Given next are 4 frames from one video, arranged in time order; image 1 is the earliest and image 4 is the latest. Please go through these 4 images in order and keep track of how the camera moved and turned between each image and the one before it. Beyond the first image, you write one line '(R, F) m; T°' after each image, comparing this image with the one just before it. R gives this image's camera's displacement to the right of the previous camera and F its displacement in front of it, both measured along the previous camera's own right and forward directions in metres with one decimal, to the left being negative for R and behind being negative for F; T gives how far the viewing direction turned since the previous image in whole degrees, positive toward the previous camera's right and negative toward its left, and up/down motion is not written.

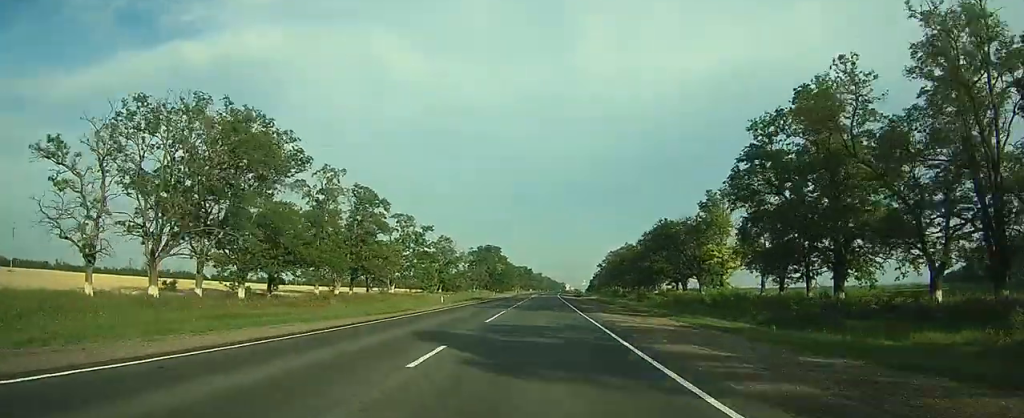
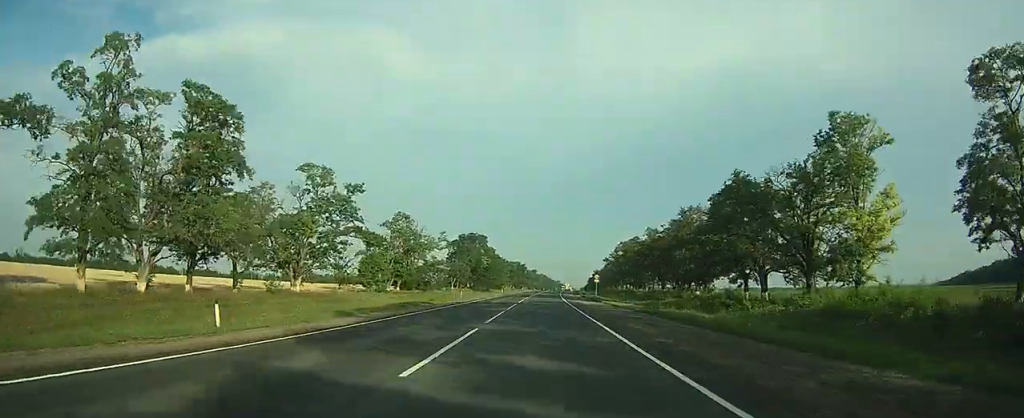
(+0.2, +31.9) m; +1°
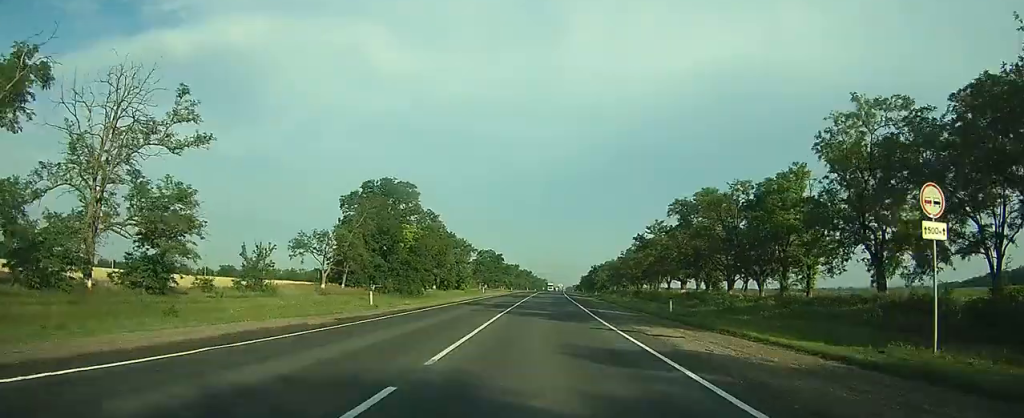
(+0.4, +76.8) m; +1°
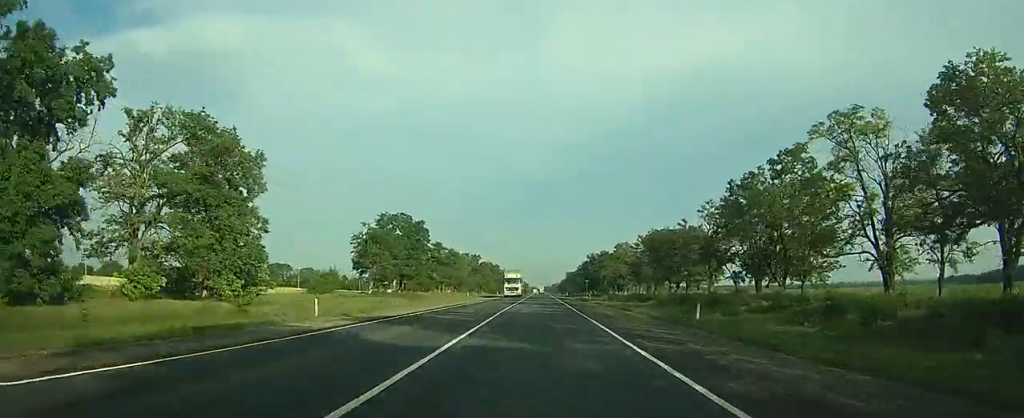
(+2.0, +116.1) m; +2°
